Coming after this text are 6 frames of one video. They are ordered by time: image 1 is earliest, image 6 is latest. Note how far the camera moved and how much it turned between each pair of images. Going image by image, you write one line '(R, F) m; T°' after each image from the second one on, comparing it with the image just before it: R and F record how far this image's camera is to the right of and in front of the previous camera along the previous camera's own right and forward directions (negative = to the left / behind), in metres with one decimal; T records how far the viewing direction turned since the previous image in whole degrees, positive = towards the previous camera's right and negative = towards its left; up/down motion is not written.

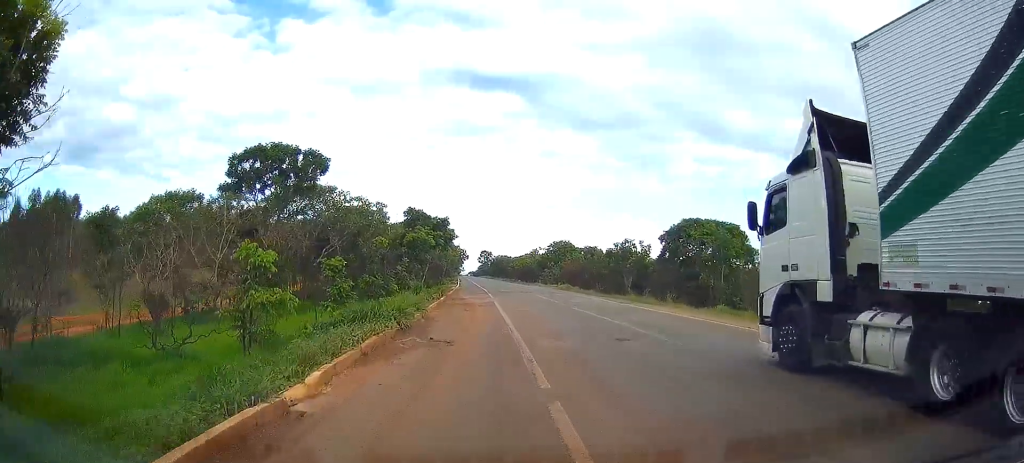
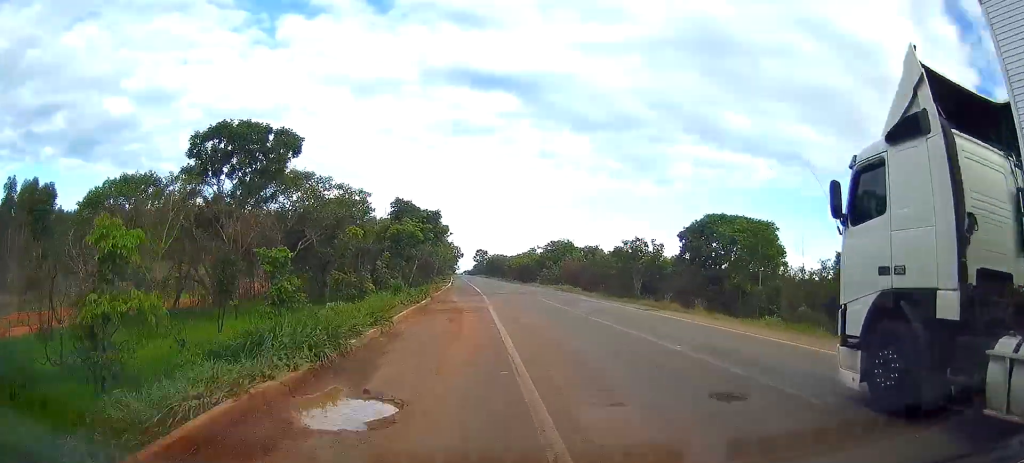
(+0.2, +6.3) m; +1°
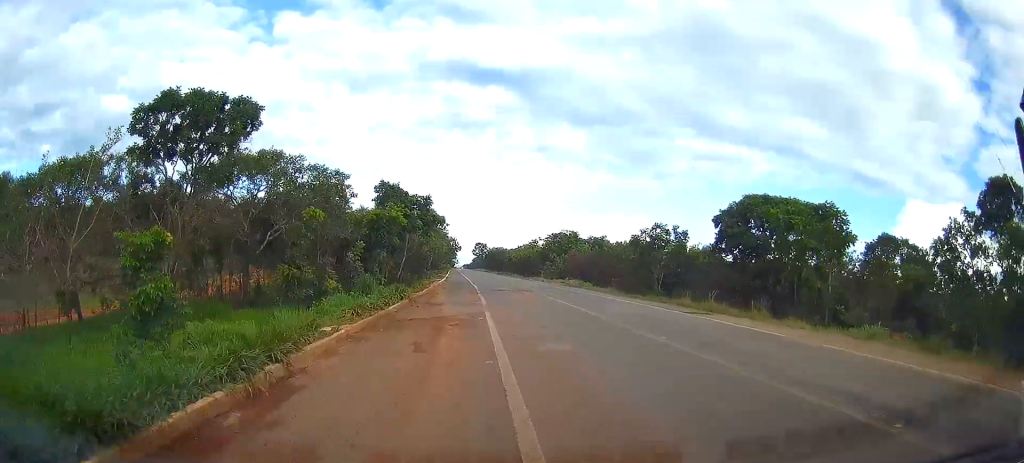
(+0.1, +7.2) m; +1°
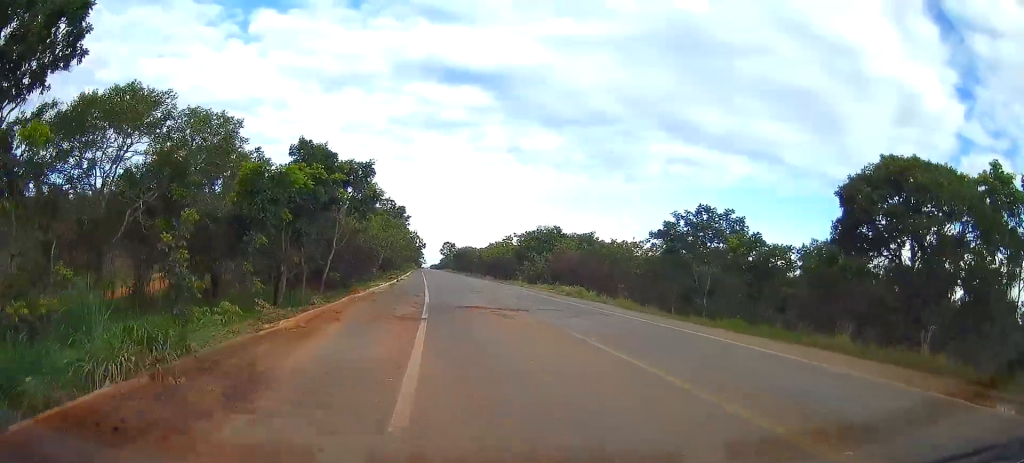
(0.0, +16.5) m; 0°
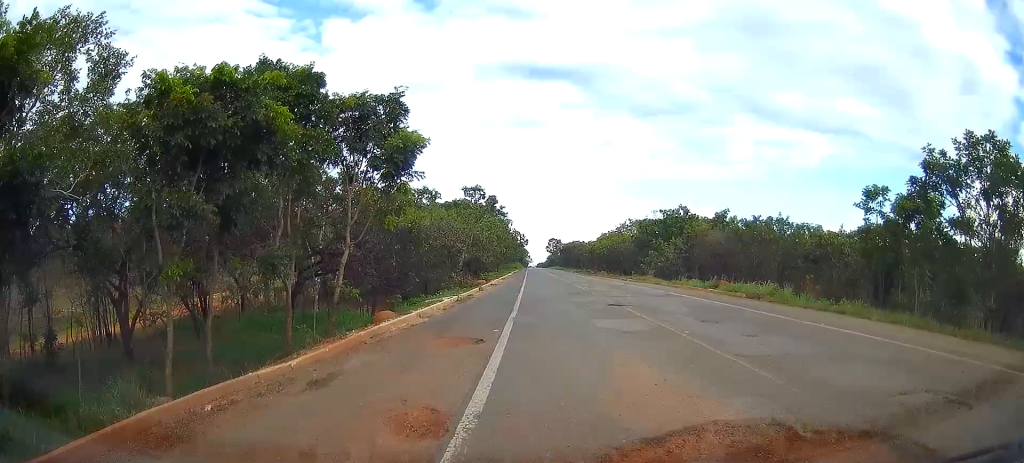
(0.0, +18.9) m; 0°
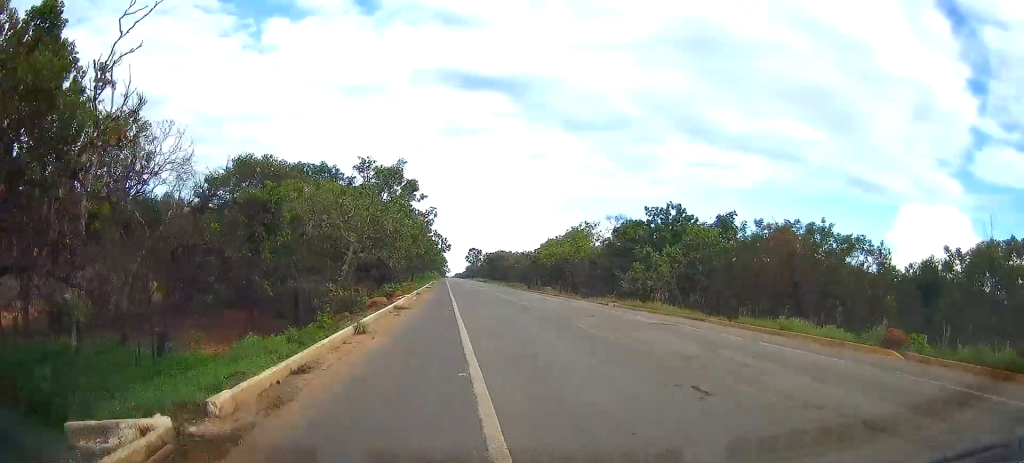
(-0.7, +25.9) m; -1°
